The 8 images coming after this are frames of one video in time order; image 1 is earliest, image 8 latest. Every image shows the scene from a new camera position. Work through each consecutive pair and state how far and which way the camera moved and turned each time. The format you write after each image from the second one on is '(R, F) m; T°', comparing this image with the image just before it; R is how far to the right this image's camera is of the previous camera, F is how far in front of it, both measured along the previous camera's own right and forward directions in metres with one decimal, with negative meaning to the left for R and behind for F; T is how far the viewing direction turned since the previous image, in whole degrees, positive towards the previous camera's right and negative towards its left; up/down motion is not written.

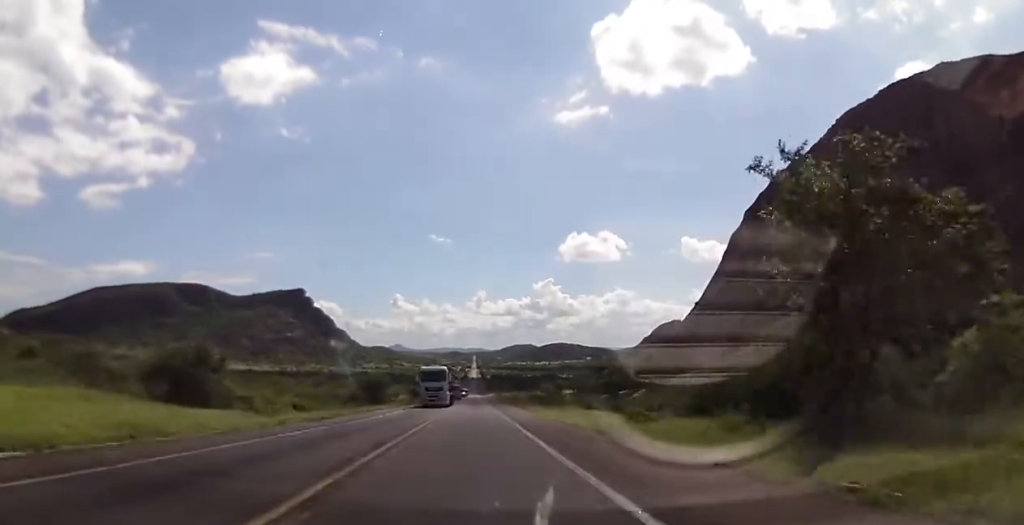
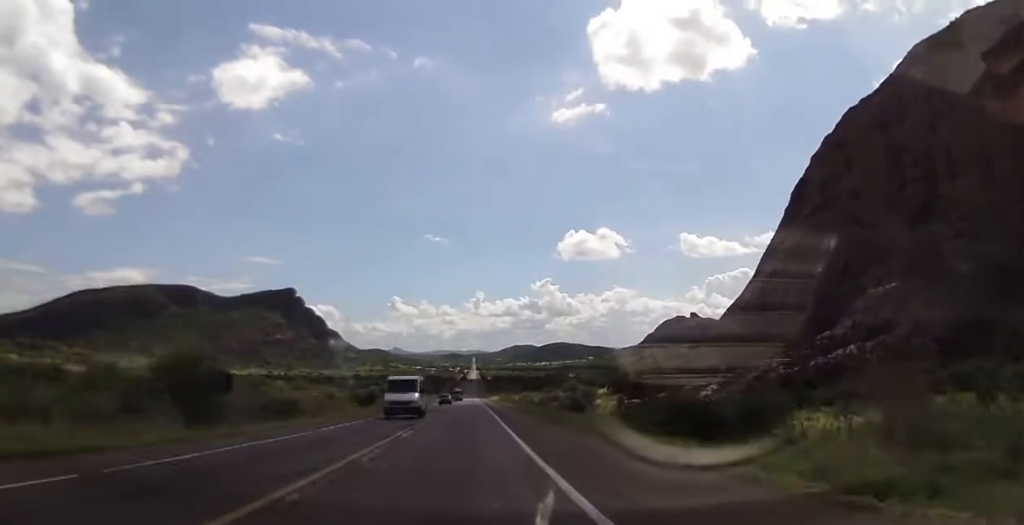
(0.0, +85.6) m; 0°
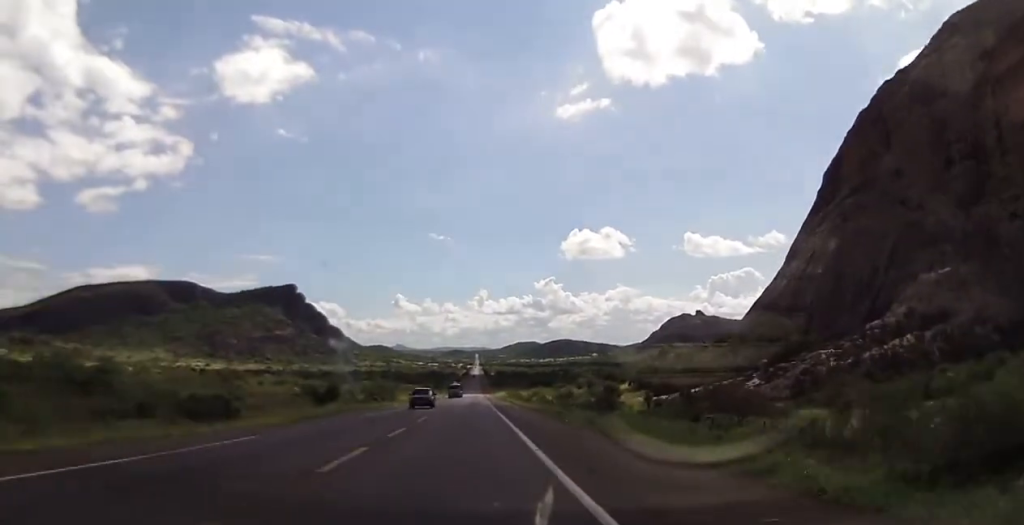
(0.0, +26.3) m; 0°
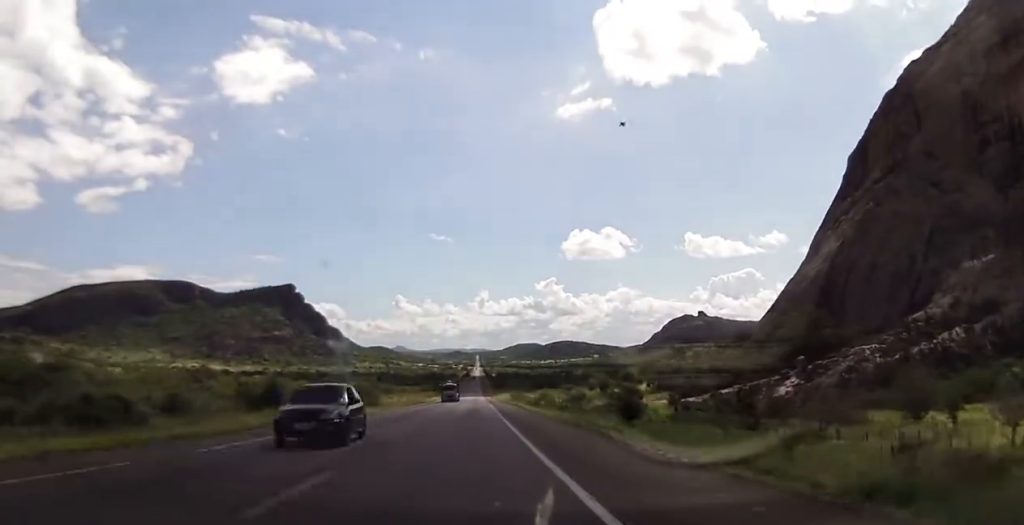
(0.0, +18.9) m; 0°
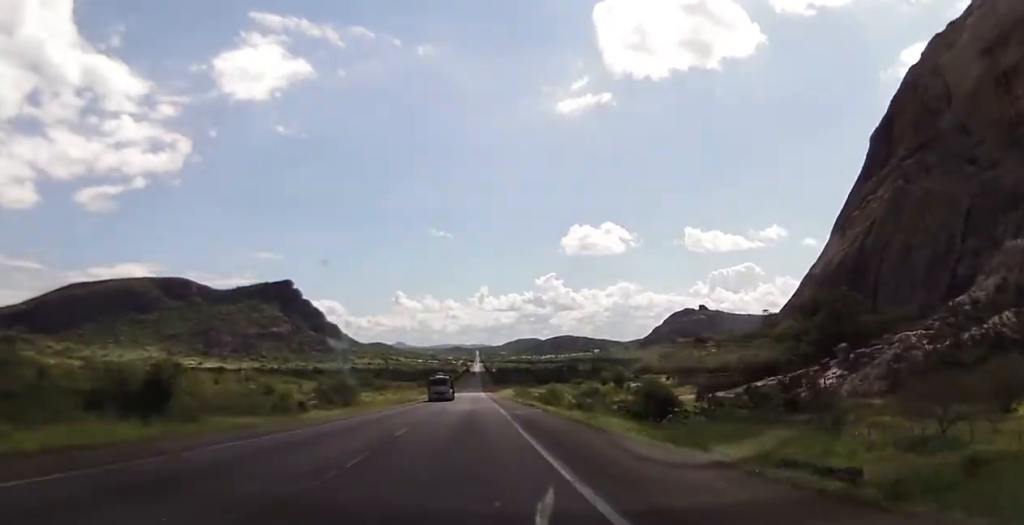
(0.0, +16.7) m; 0°
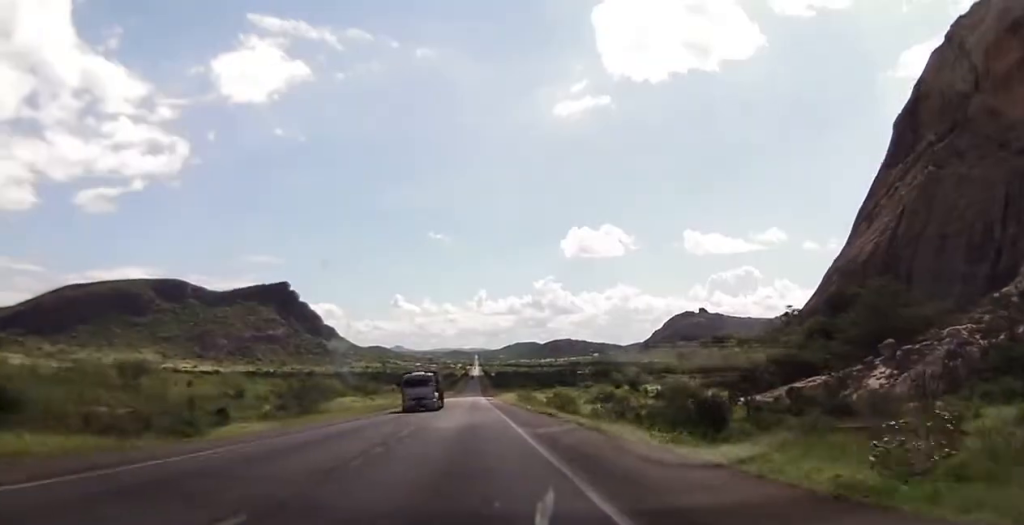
(0.0, +15.5) m; 0°
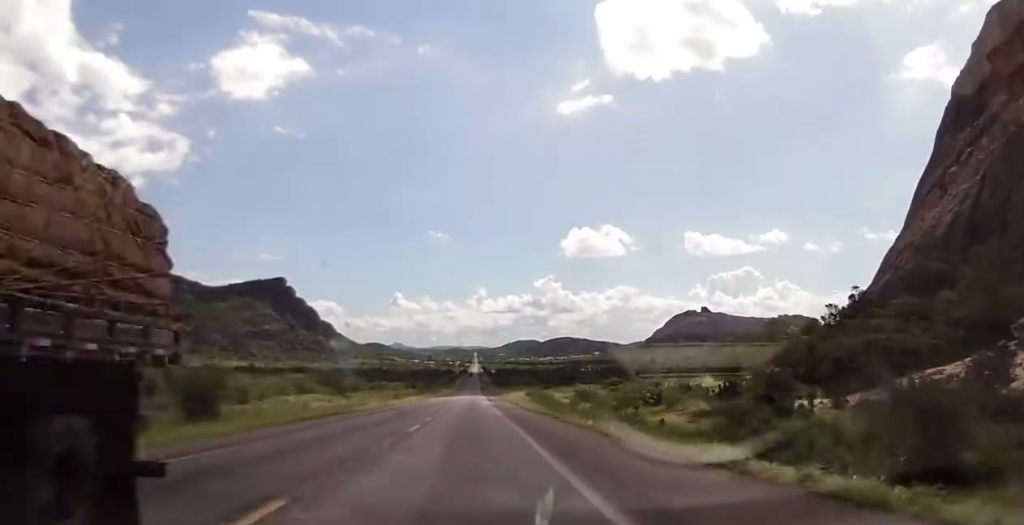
(-0.2, +29.2) m; -1°
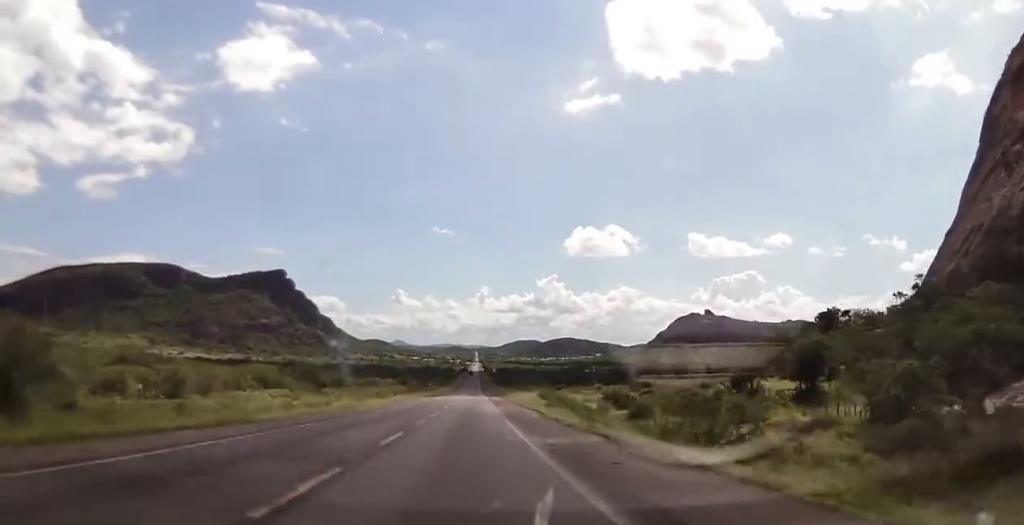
(-0.1, +20.1) m; 0°
